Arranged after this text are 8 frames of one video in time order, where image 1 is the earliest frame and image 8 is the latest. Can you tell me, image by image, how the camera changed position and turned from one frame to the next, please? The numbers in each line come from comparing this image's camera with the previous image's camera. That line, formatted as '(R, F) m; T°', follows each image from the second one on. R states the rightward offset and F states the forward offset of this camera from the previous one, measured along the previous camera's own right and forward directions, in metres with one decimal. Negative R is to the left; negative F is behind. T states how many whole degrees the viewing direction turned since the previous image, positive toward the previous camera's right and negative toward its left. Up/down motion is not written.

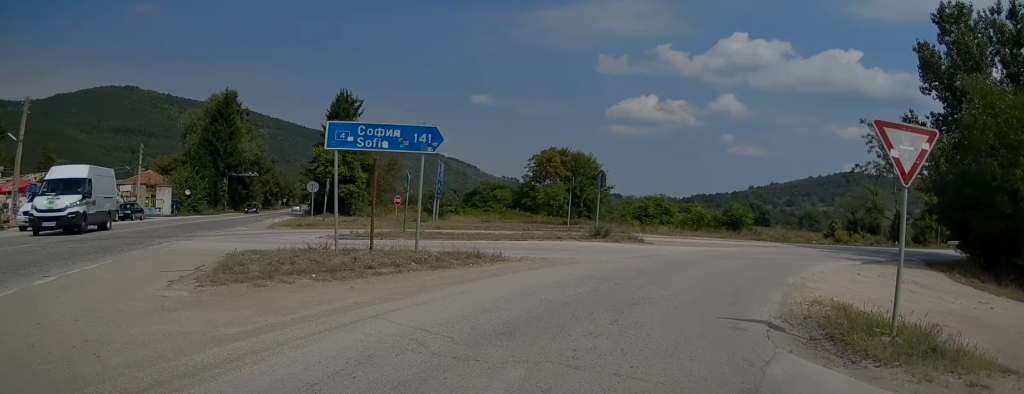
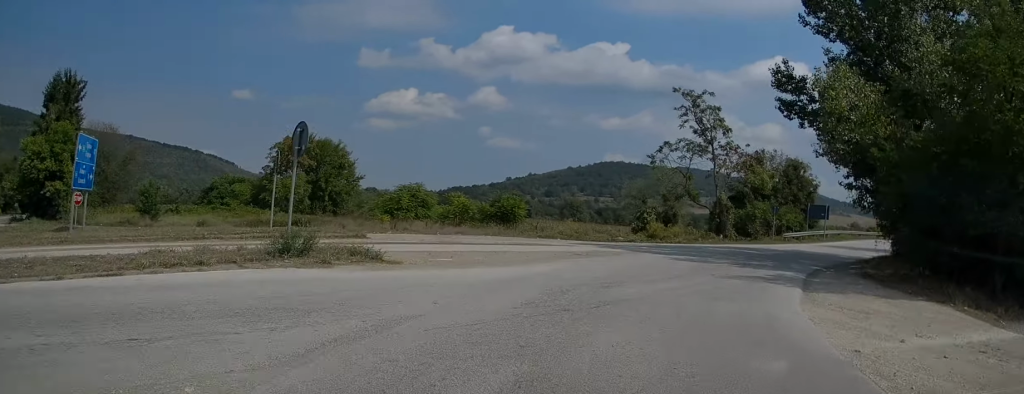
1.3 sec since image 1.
(+2.0, +11.3) m; +22°
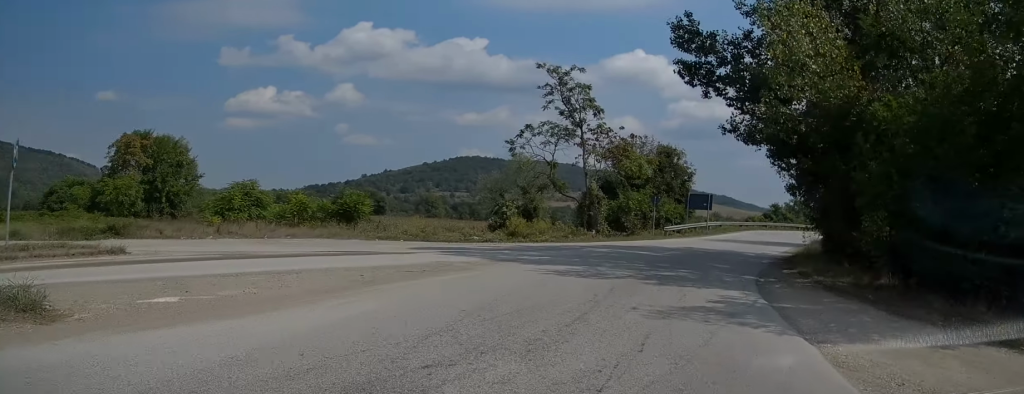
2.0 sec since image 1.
(+0.9, +6.0) m; +10°
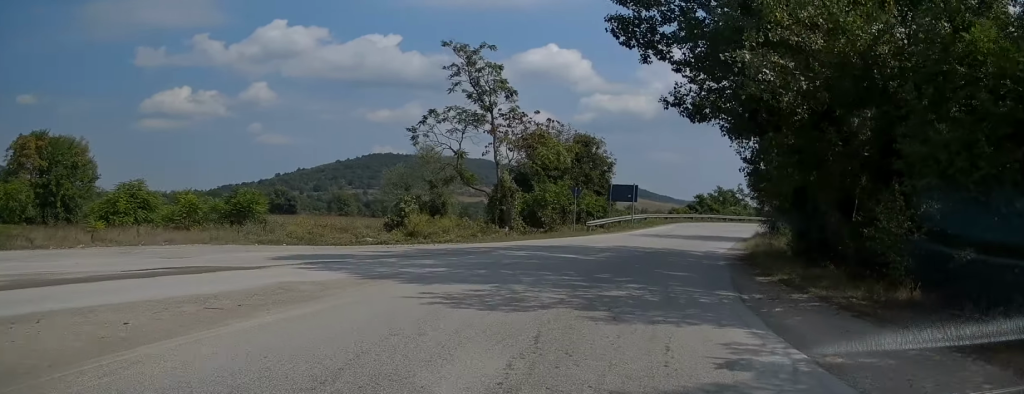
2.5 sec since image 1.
(+0.3, +4.4) m; +6°
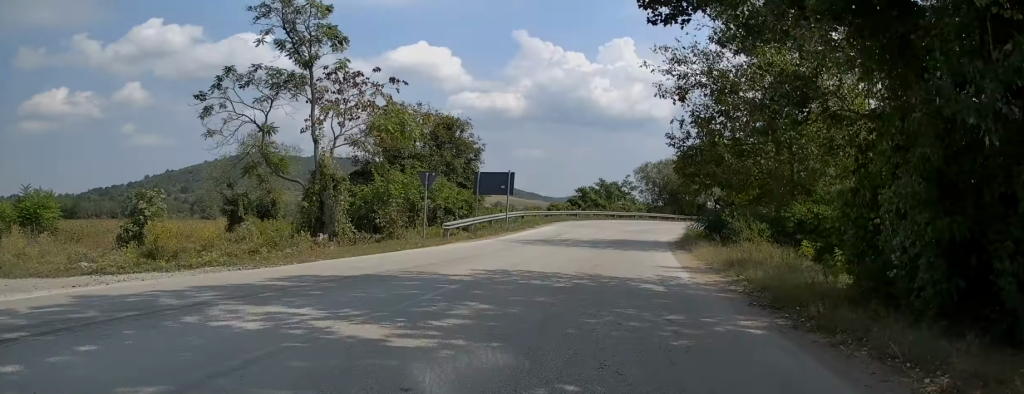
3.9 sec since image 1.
(+1.3, +10.7) m; +14°
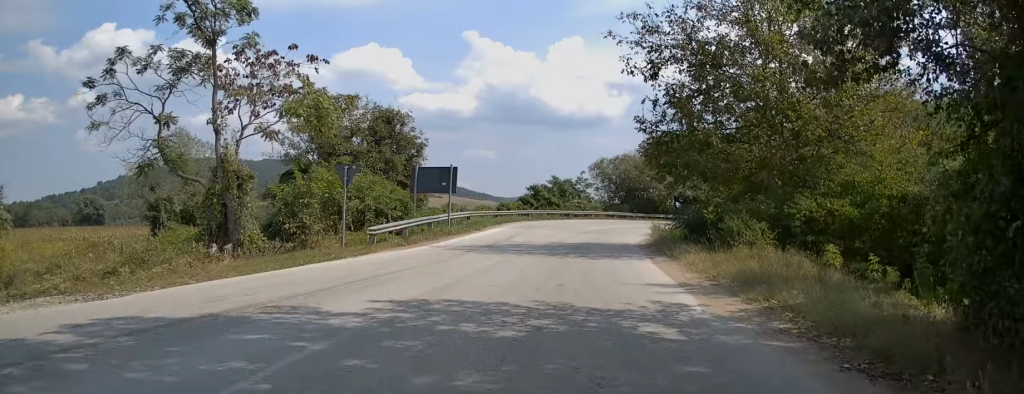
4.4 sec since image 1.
(+0.2, +4.2) m; +3°
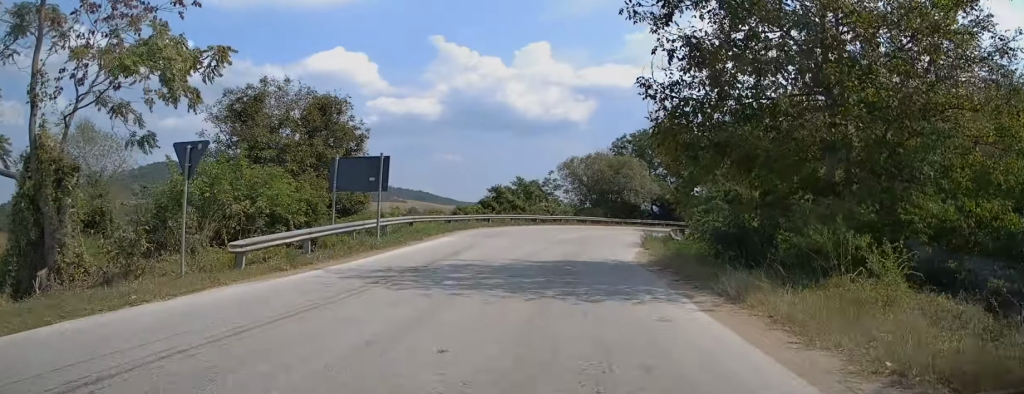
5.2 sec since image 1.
(+0.3, +7.0) m; +3°
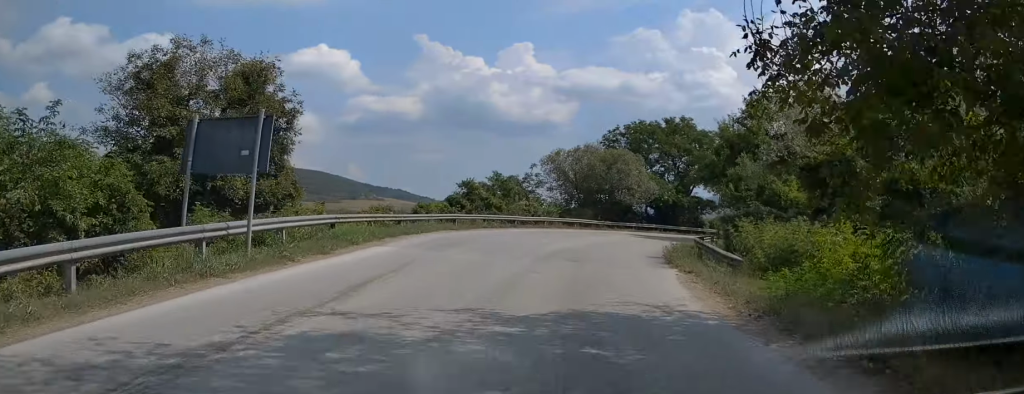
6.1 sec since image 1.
(0.0, +8.7) m; 0°
